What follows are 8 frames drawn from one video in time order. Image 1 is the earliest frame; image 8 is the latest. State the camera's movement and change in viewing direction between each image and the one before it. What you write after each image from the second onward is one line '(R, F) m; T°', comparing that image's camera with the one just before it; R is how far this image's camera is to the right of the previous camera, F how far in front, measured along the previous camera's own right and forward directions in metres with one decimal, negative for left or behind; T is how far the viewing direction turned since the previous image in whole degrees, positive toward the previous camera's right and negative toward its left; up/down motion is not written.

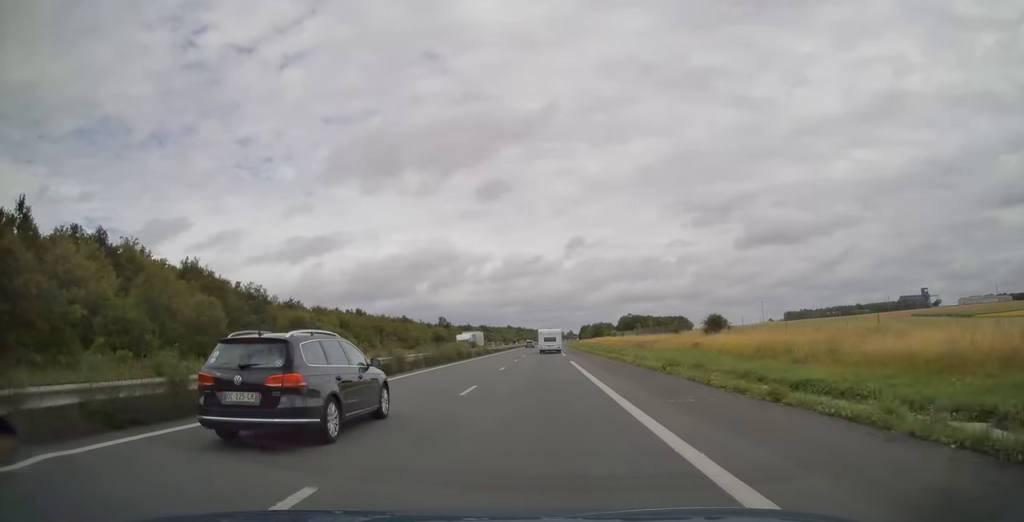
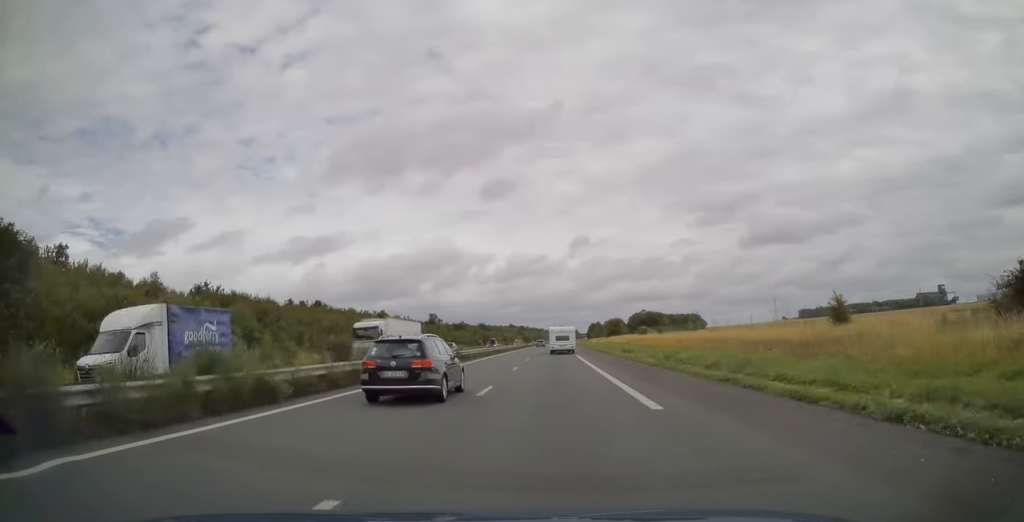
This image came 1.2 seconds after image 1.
(-0.1, +39.3) m; 0°
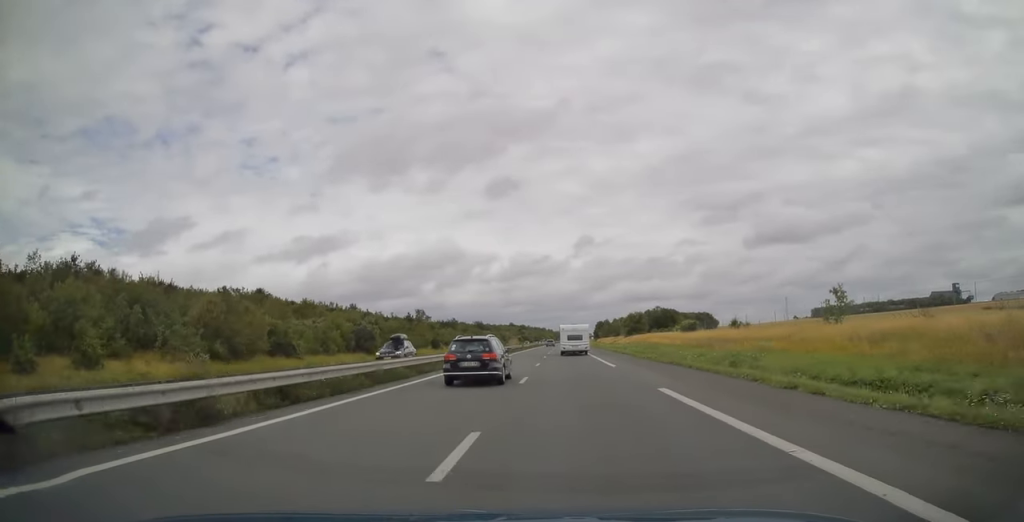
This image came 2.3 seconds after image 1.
(-0.1, +35.0) m; 0°
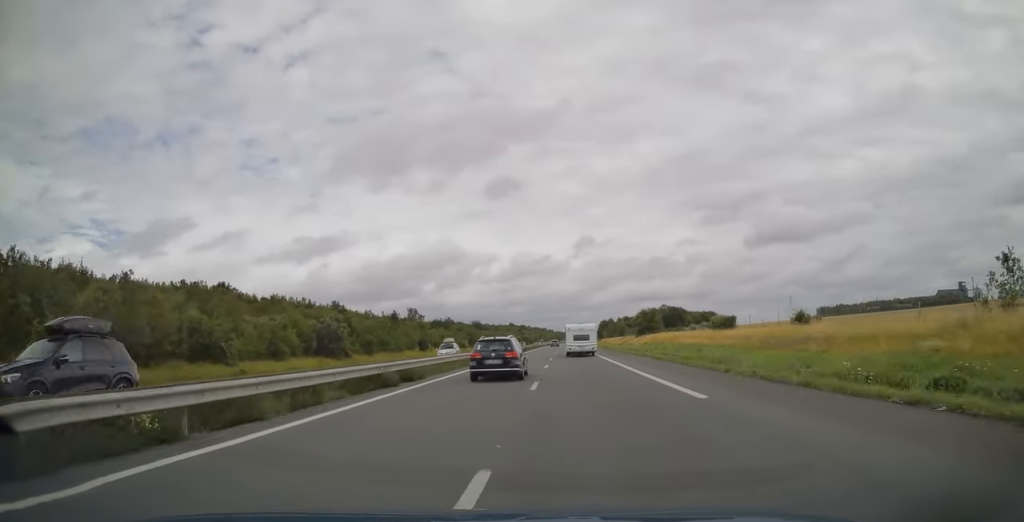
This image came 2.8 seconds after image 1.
(-0.1, +15.6) m; 0°
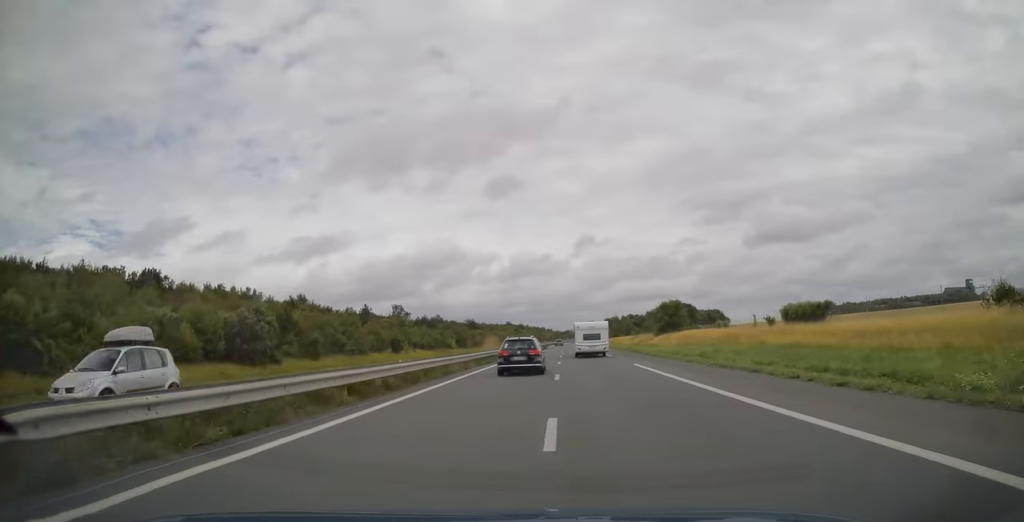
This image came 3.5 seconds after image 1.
(0.0, +22.2) m; 0°
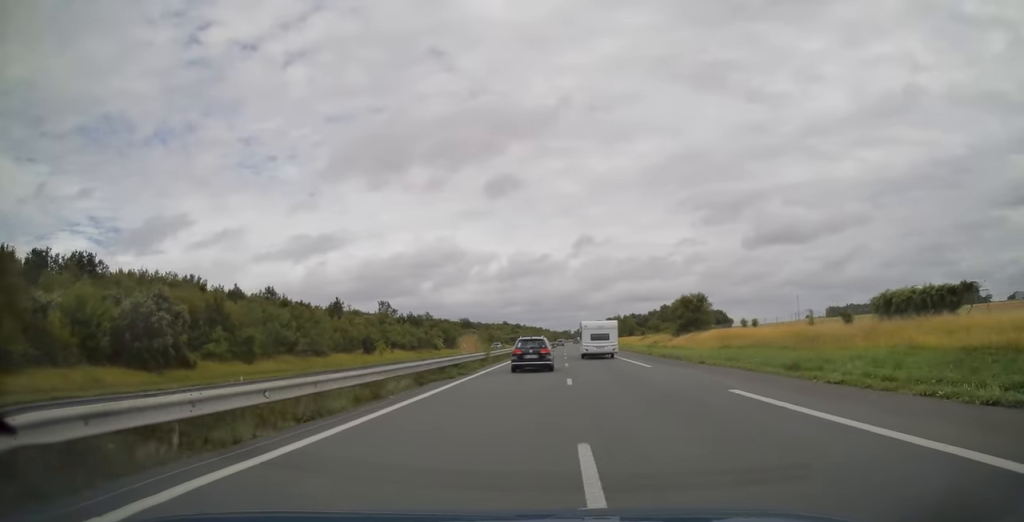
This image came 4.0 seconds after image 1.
(0.0, +15.6) m; 0°
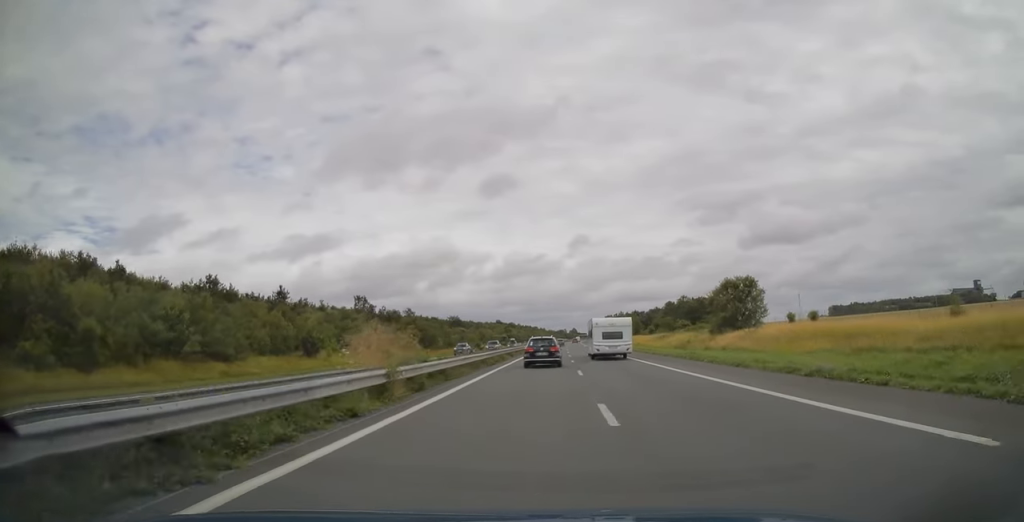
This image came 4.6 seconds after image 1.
(+0.1, +21.6) m; +1°
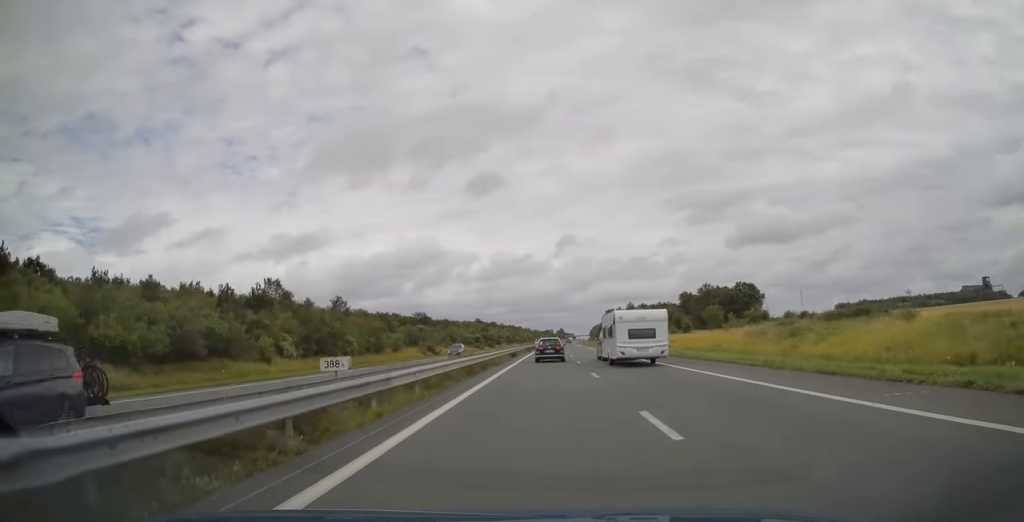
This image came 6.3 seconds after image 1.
(+0.5, +53.4) m; +1°
